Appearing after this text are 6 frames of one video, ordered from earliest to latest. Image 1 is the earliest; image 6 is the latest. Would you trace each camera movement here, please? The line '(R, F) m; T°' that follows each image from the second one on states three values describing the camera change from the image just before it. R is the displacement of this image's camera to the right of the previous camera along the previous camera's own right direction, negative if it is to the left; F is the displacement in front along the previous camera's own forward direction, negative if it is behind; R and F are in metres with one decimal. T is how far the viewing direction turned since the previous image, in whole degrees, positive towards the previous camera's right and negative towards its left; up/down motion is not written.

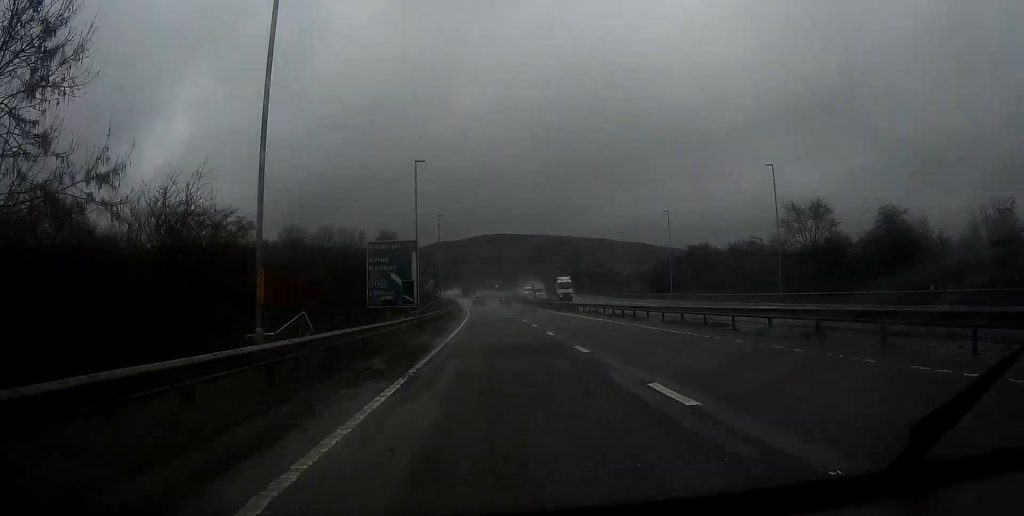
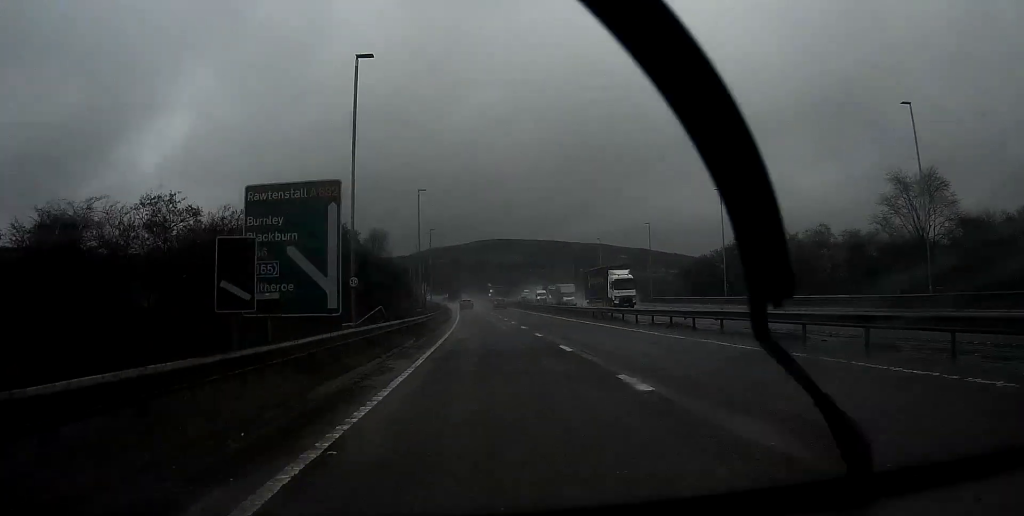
(-0.2, +25.0) m; 0°
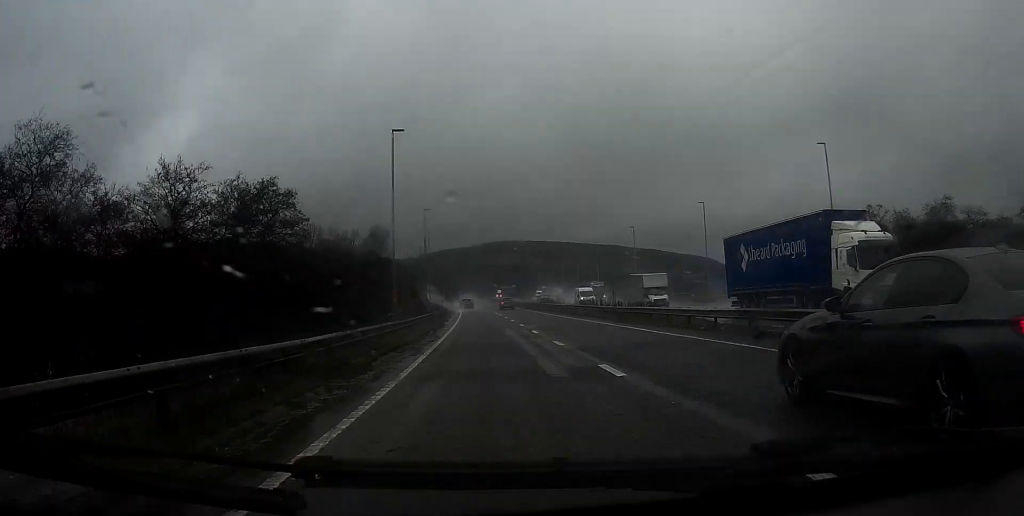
(0.0, +25.0) m; 0°
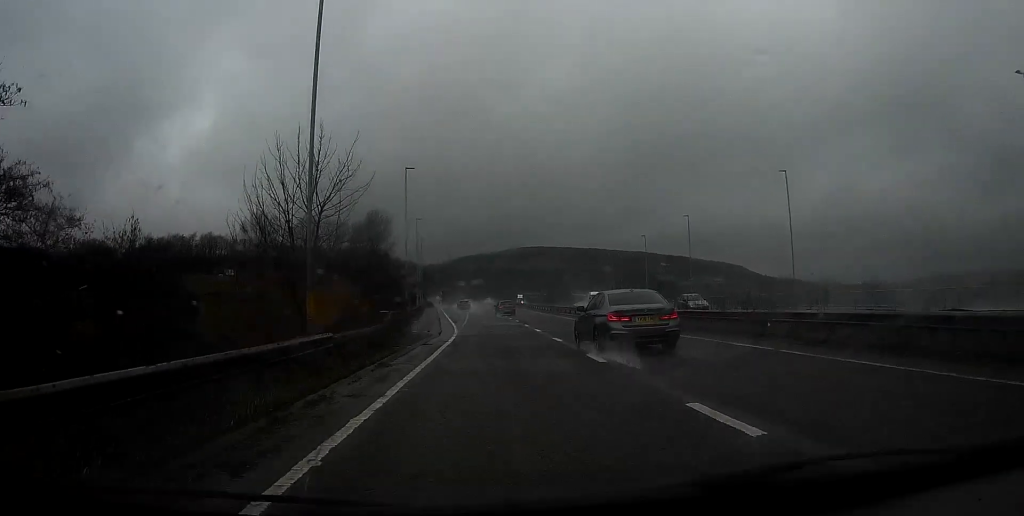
(-1.1, +59.1) m; -2°
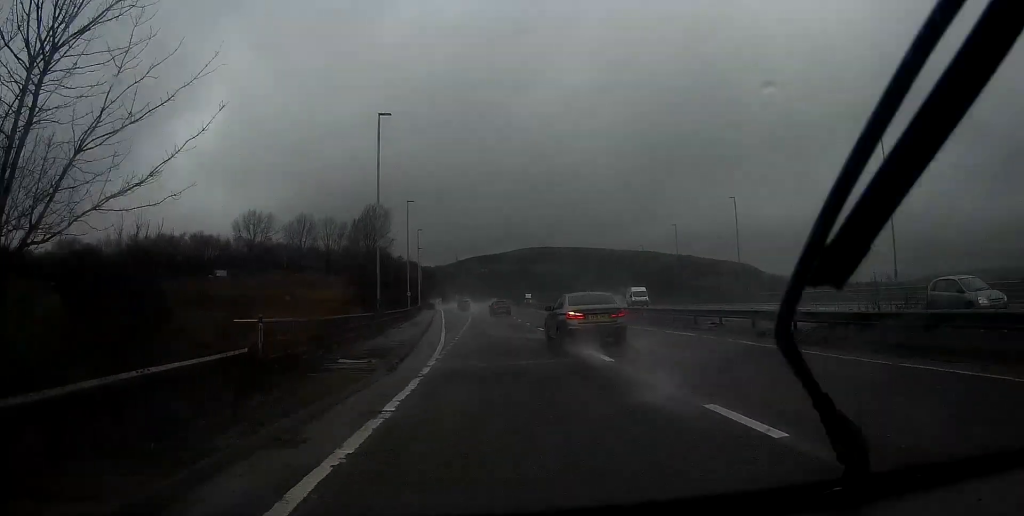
(0.0, +17.8) m; -1°
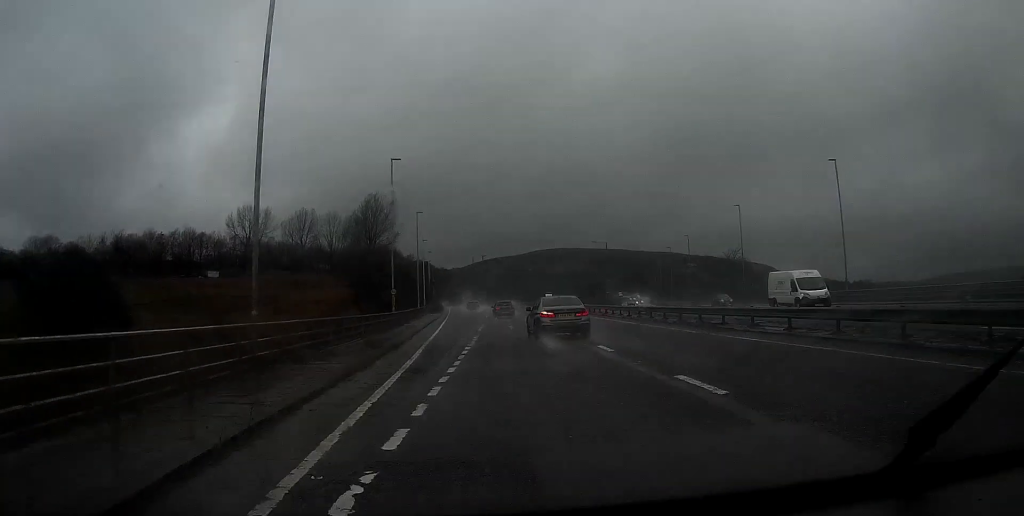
(-0.3, +23.7) m; -1°
